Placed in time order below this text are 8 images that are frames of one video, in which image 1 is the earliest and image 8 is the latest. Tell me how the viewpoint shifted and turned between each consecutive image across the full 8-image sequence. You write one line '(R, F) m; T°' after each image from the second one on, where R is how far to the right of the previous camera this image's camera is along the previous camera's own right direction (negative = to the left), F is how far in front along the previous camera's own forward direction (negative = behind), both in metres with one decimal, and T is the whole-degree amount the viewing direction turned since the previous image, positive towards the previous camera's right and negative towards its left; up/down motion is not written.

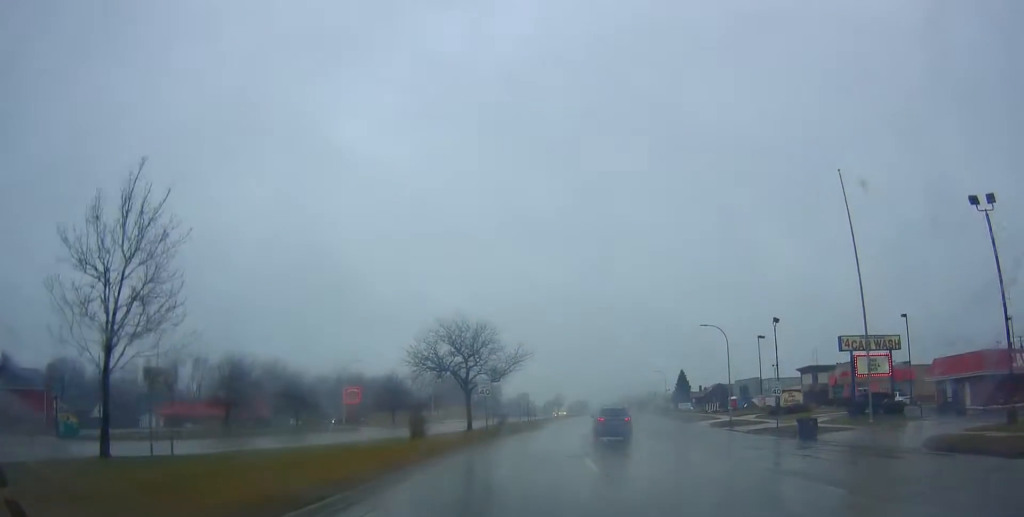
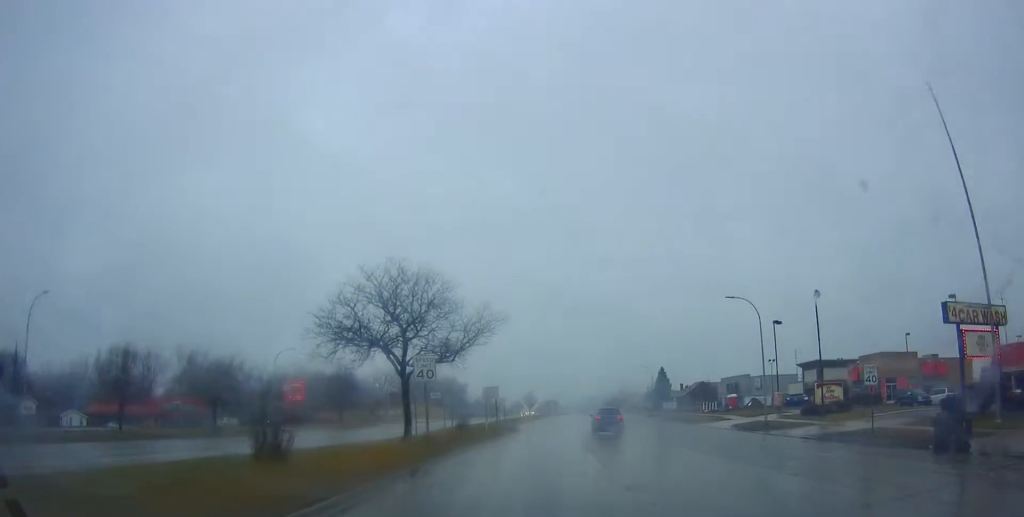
(0.0, +13.8) m; +5°
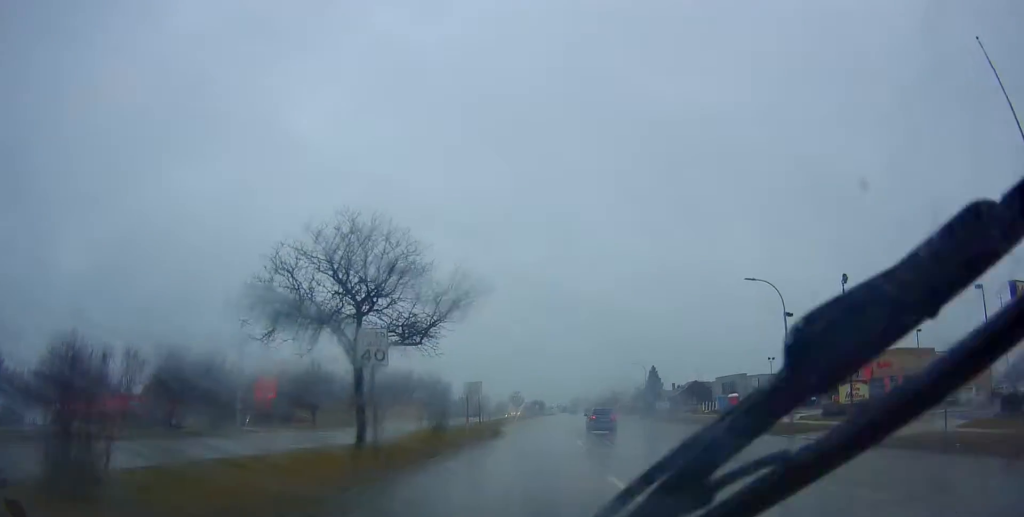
(+0.4, +6.0) m; +3°
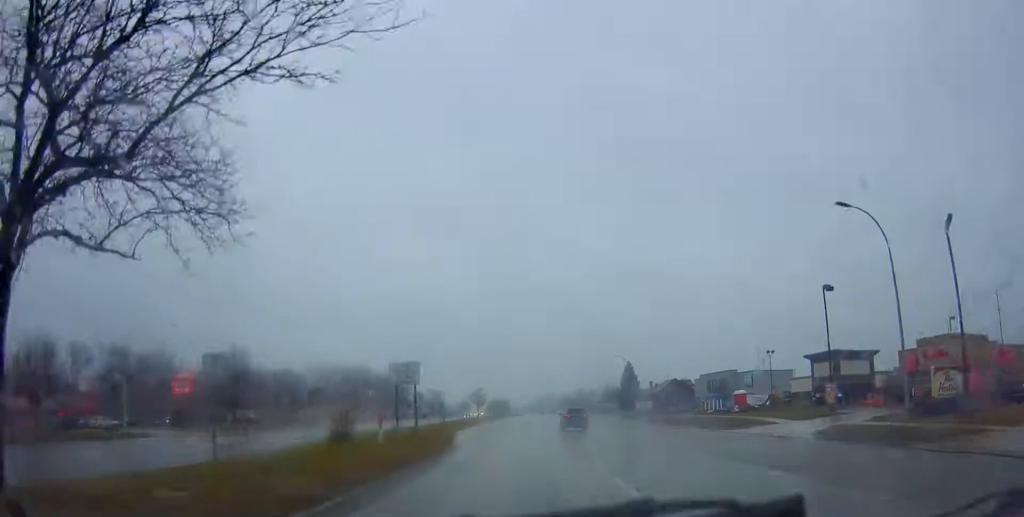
(+0.6, +14.7) m; +3°
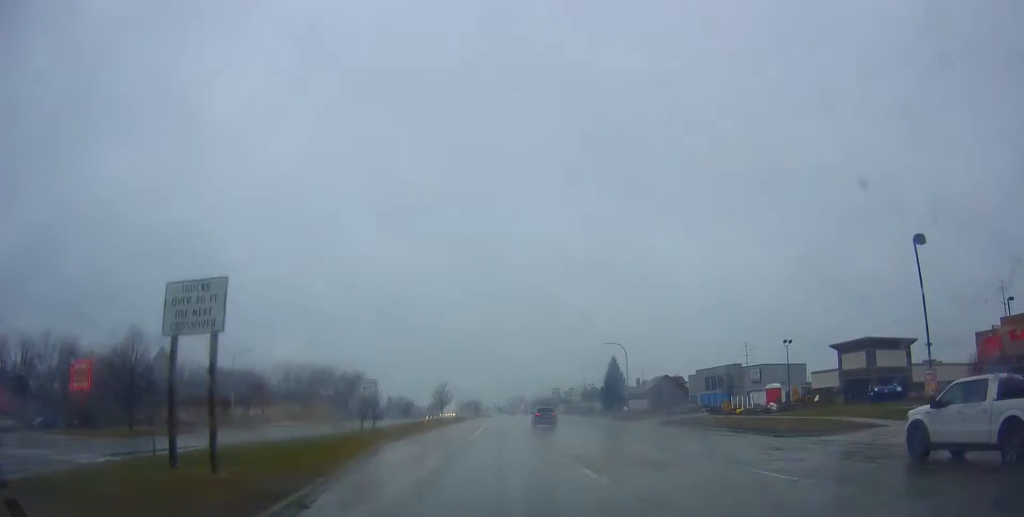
(+0.1, +16.0) m; +2°
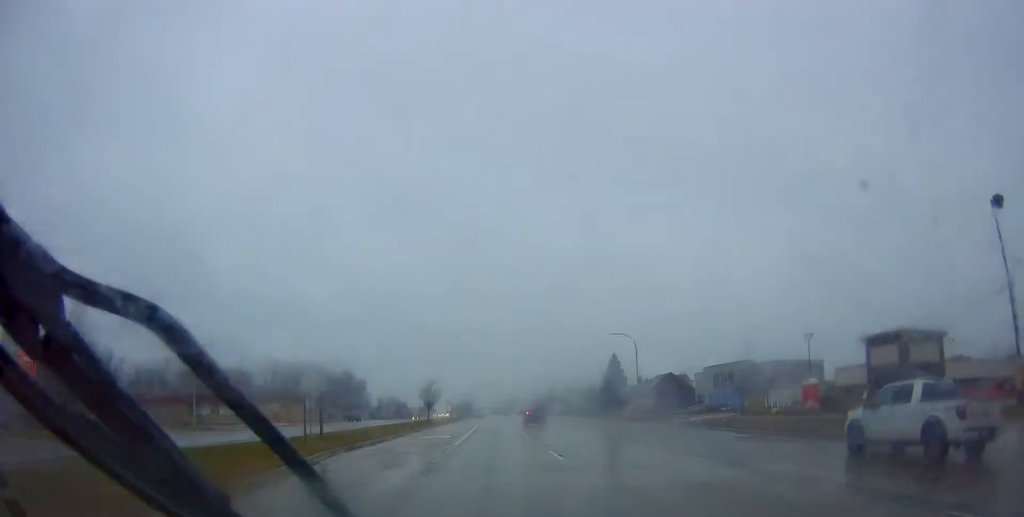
(+0.2, +8.6) m; +1°
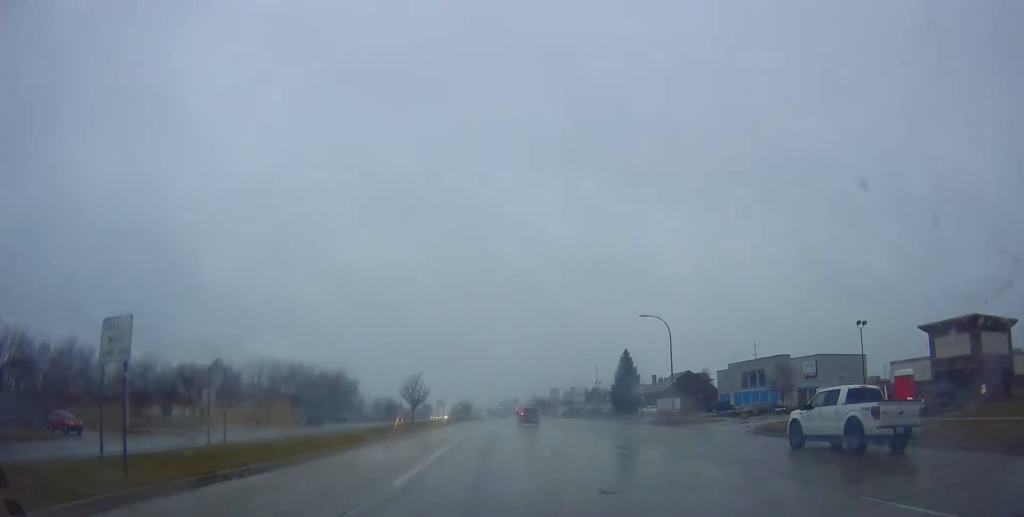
(+0.3, +13.3) m; 0°
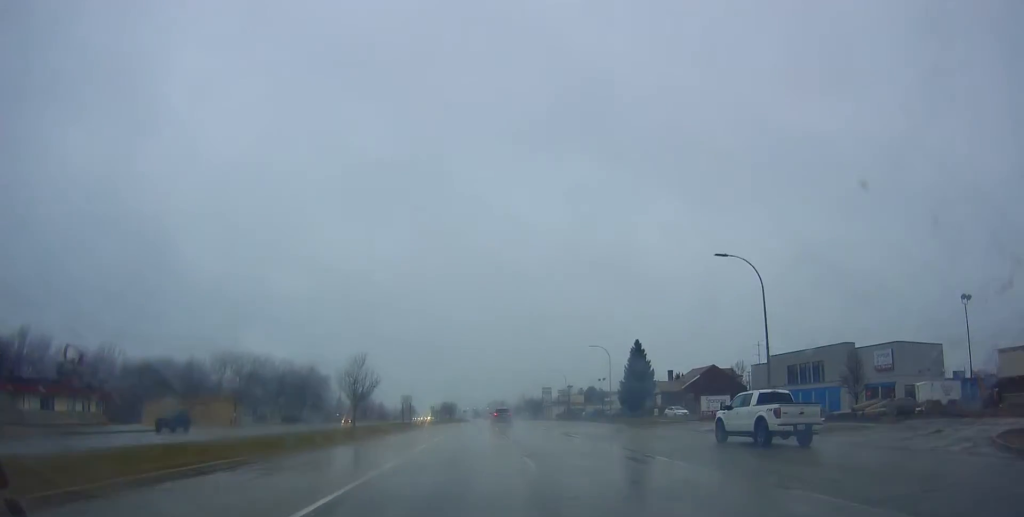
(-0.1, +21.1) m; +1°
